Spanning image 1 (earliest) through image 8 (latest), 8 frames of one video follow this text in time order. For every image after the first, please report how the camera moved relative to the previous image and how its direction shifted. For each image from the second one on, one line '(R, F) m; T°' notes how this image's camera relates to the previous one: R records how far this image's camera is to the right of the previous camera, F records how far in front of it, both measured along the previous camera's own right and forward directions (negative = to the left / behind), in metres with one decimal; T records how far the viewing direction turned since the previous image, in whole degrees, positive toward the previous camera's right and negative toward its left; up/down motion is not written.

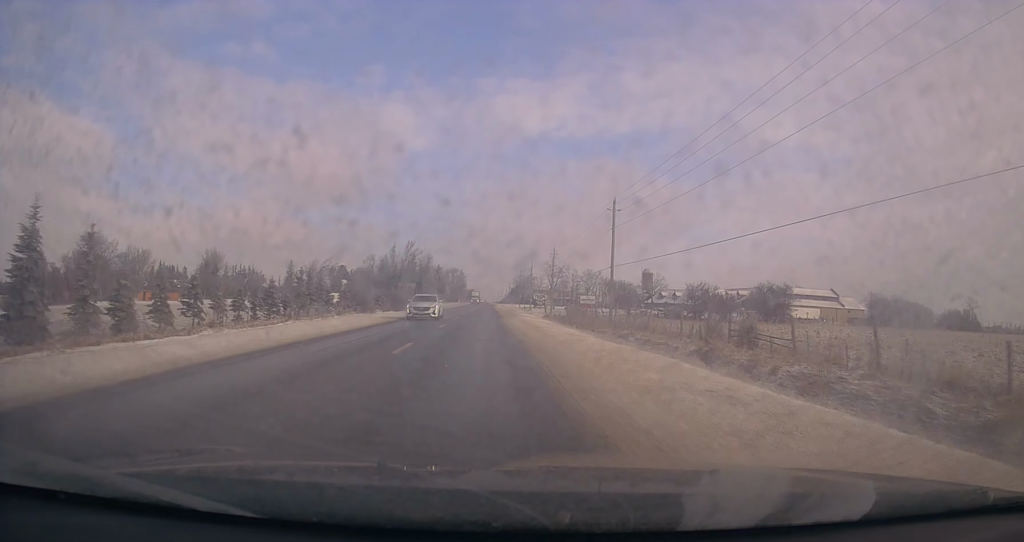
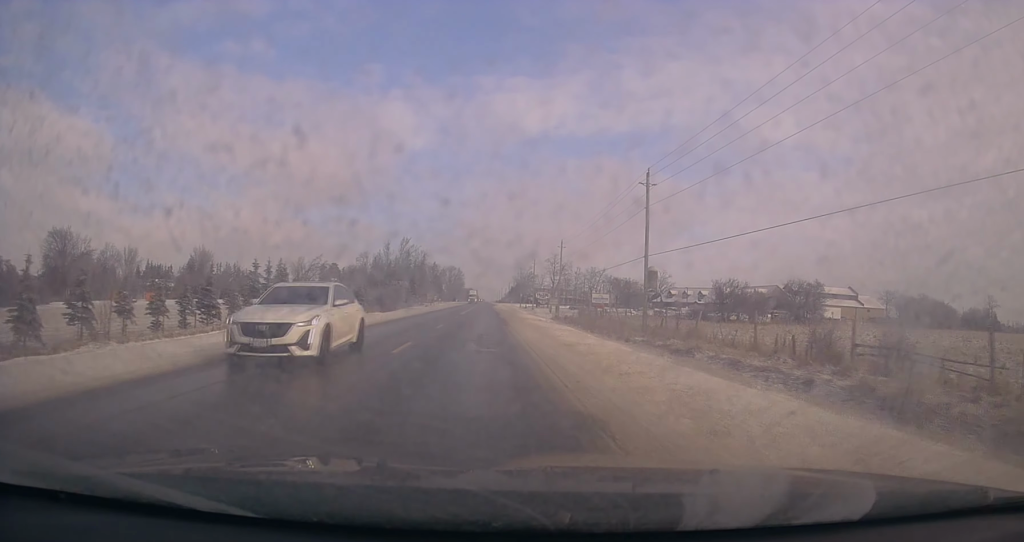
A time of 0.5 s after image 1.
(0.0, +12.1) m; 0°
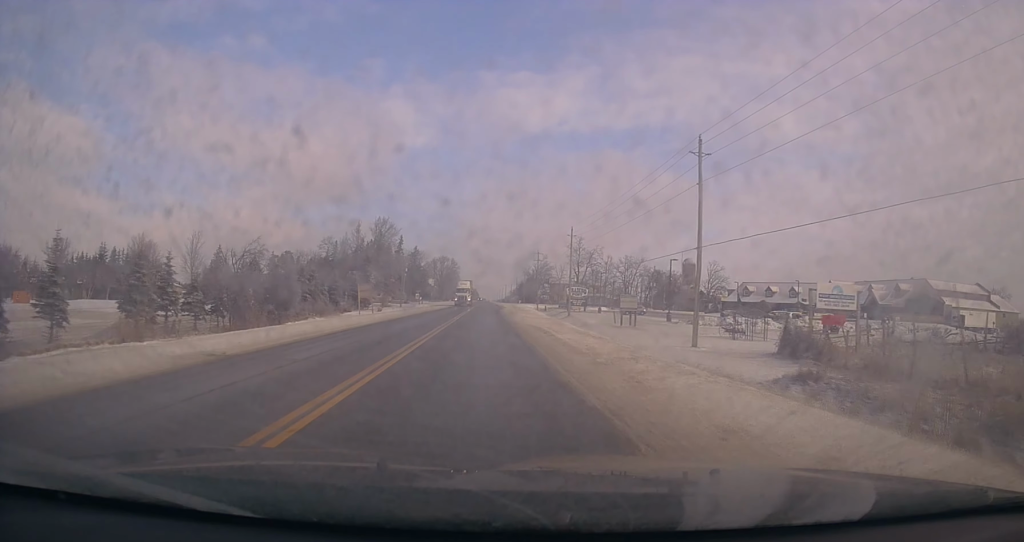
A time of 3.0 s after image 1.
(-0.9, +61.6) m; 0°
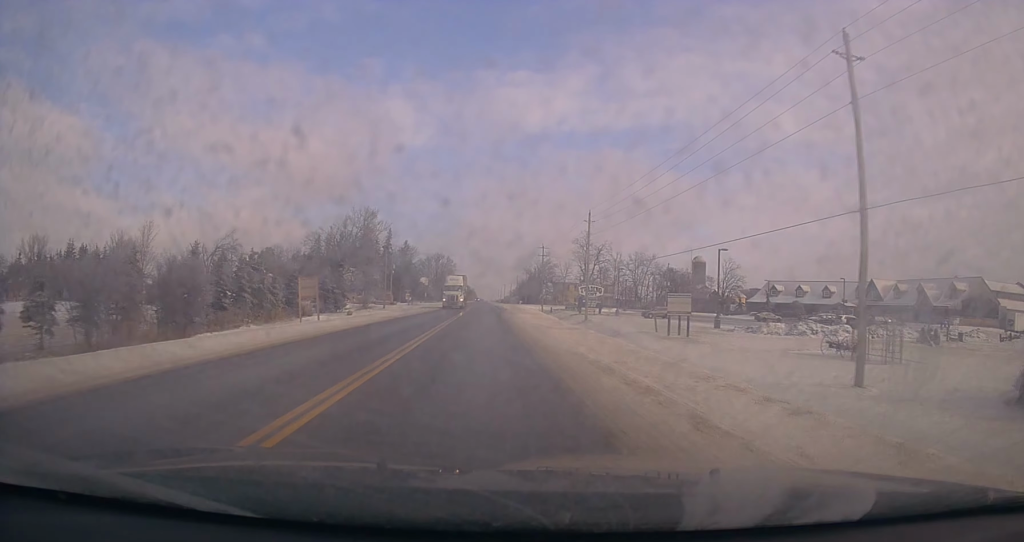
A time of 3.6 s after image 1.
(+0.2, +15.8) m; +1°
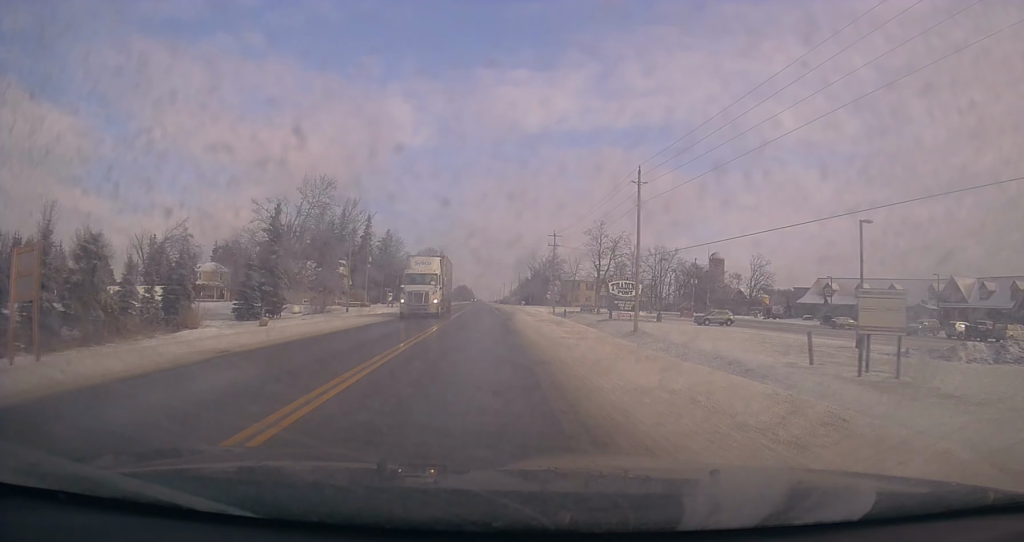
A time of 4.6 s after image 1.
(+0.1, +23.7) m; 0°
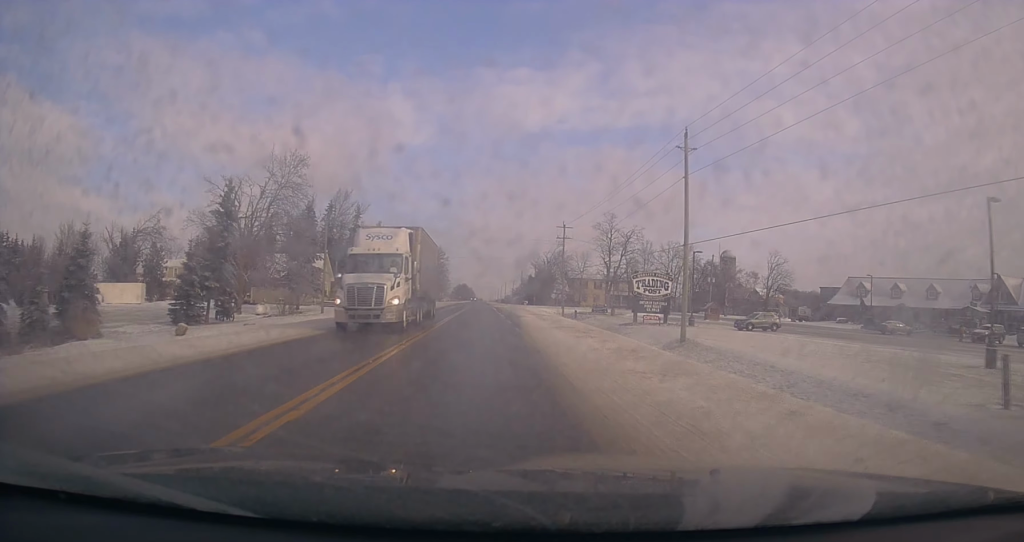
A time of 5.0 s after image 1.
(0.0, +10.4) m; 0°
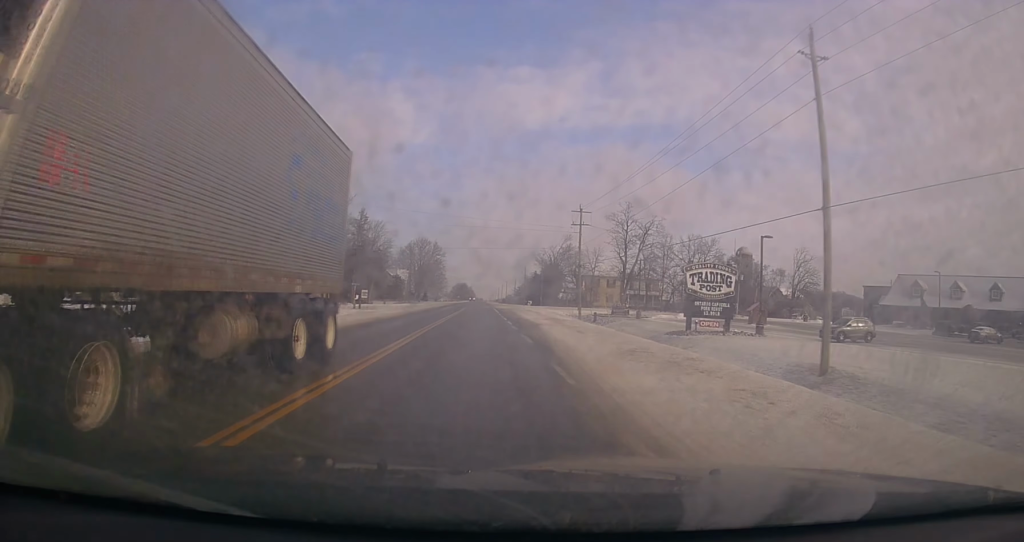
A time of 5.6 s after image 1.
(-0.2, +15.3) m; 0°
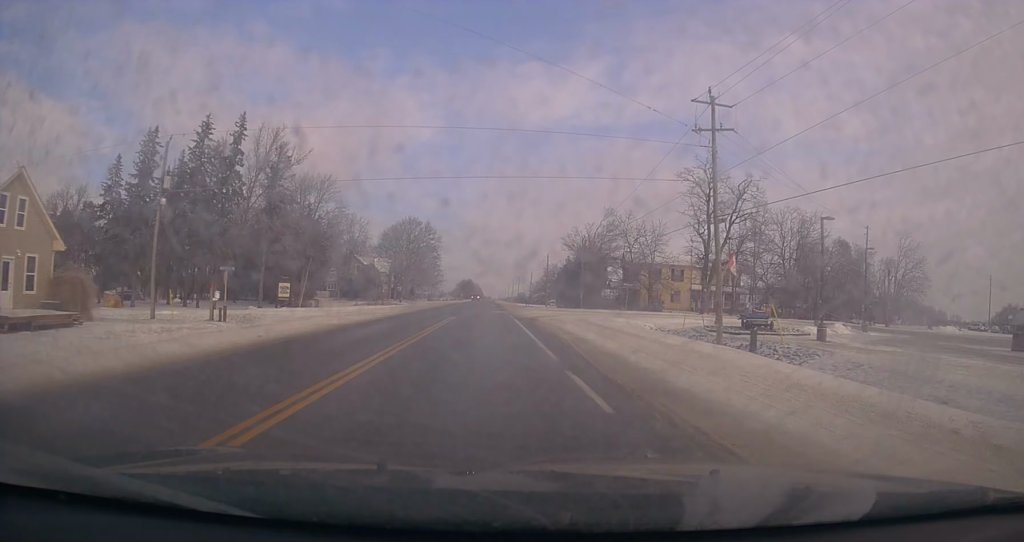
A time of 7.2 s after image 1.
(+0.2, +40.8) m; 0°
